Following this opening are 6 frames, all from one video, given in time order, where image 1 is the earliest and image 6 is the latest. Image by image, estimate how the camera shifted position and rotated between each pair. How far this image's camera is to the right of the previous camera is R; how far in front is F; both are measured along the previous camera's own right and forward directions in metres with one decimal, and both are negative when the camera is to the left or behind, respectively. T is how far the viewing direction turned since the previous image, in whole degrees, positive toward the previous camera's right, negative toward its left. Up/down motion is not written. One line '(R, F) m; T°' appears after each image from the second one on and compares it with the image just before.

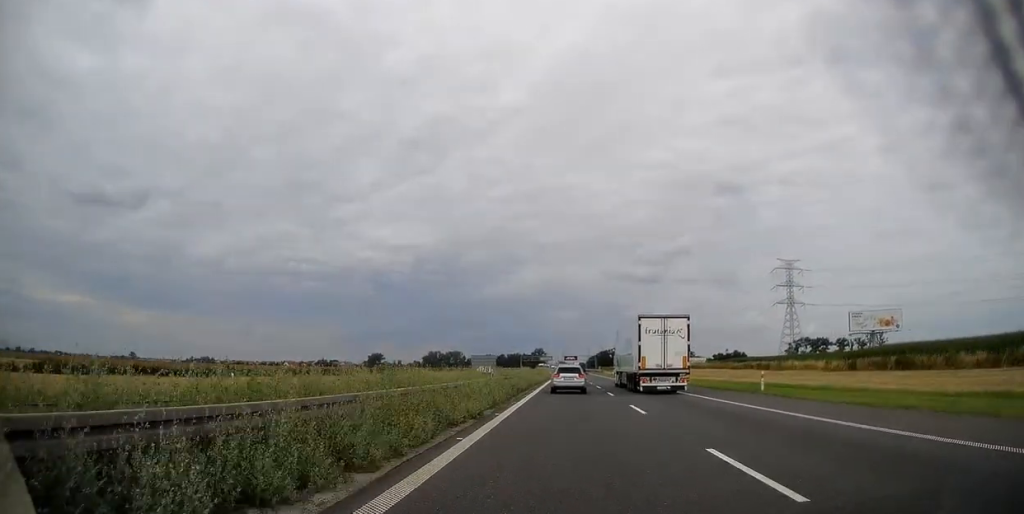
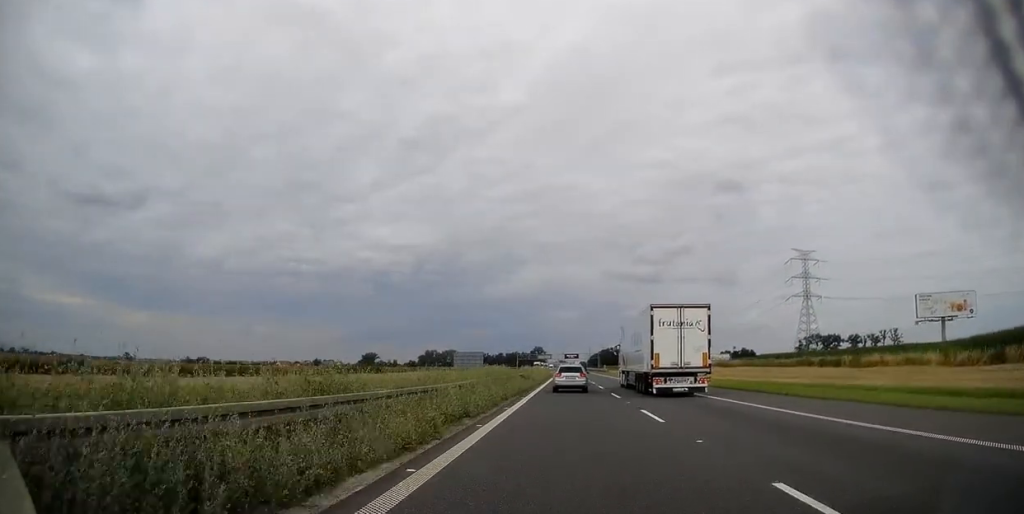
(+0.1, +27.5) m; 0°
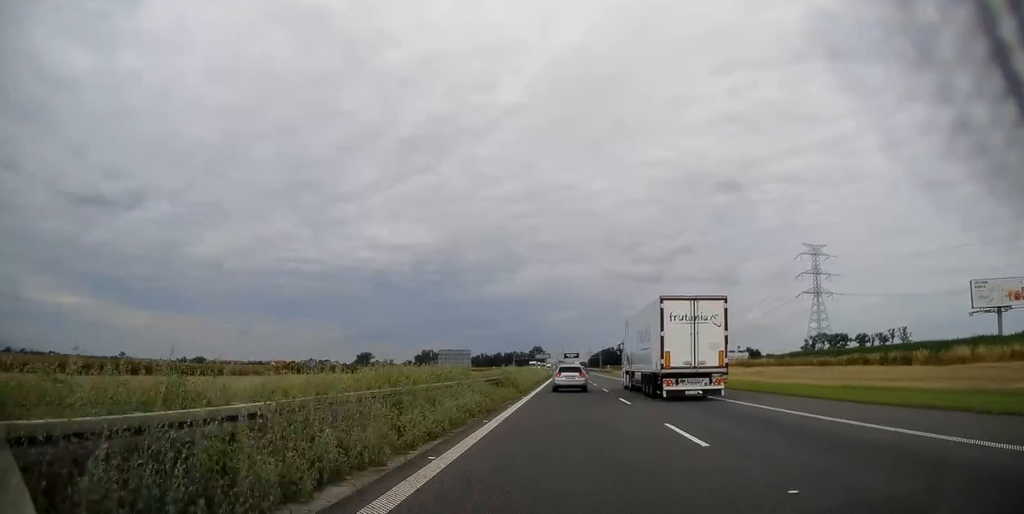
(0.0, +16.9) m; 0°
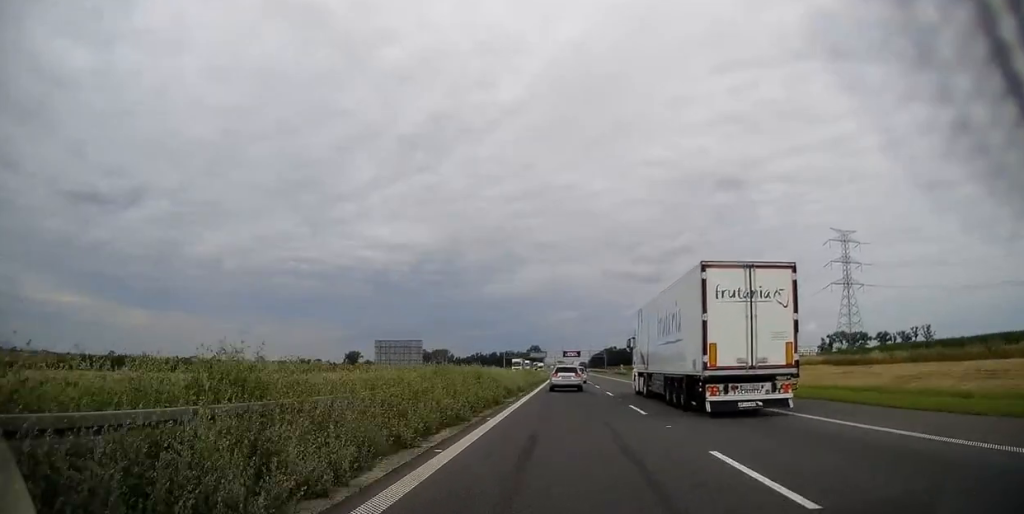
(0.0, +42.3) m; 0°
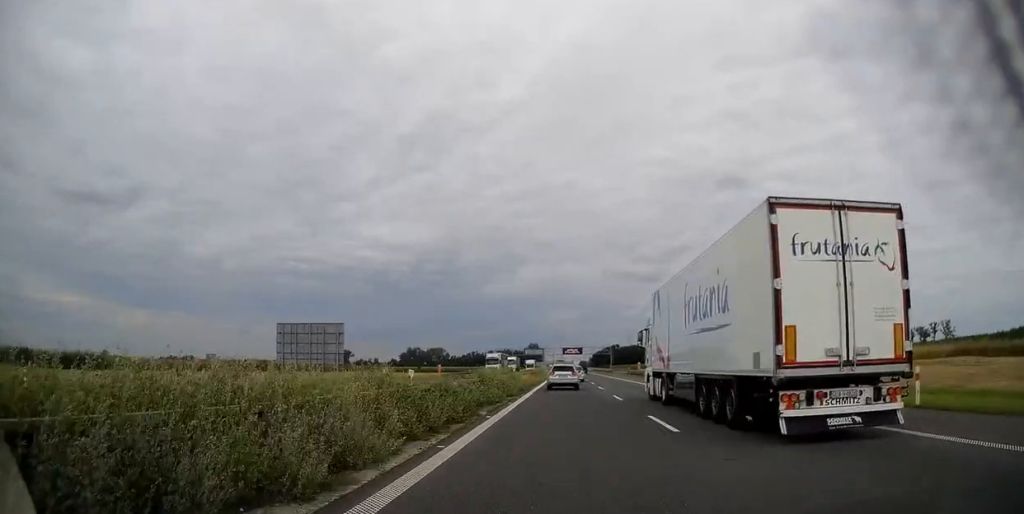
(0.0, +29.6) m; 0°
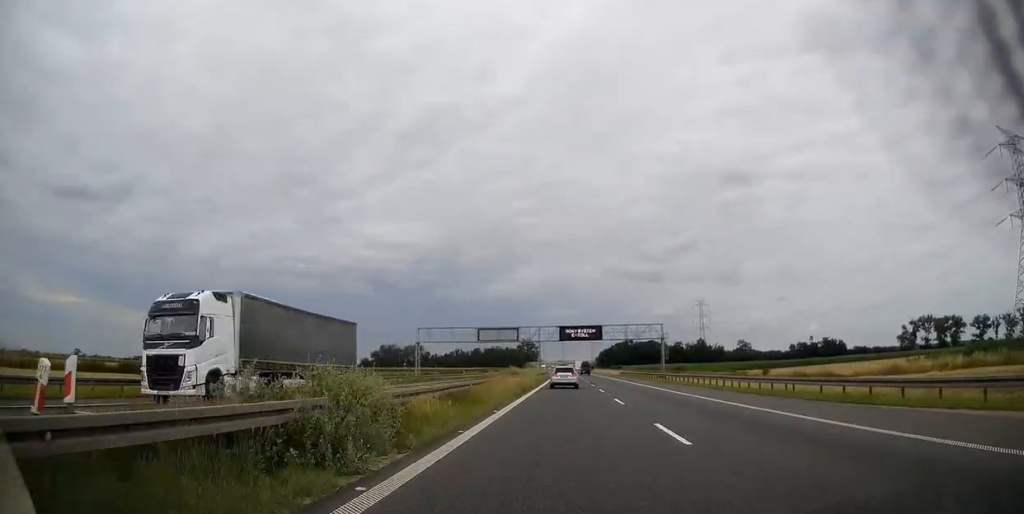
(-0.3, +111.5) m; 0°
